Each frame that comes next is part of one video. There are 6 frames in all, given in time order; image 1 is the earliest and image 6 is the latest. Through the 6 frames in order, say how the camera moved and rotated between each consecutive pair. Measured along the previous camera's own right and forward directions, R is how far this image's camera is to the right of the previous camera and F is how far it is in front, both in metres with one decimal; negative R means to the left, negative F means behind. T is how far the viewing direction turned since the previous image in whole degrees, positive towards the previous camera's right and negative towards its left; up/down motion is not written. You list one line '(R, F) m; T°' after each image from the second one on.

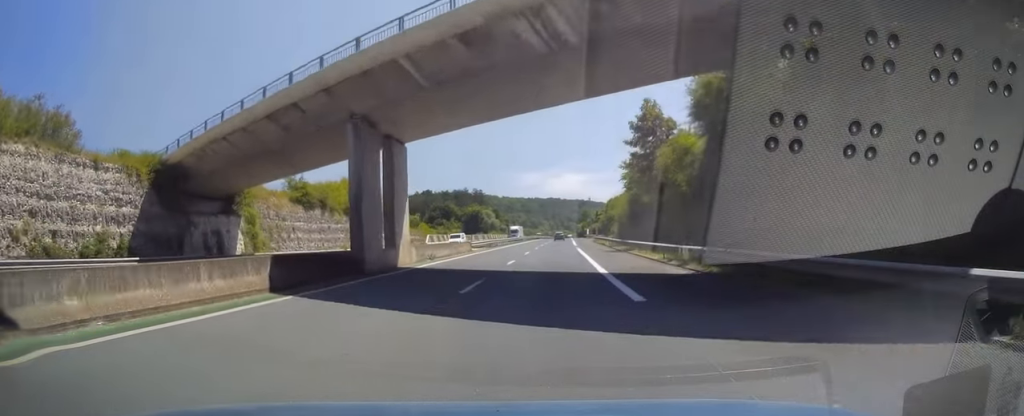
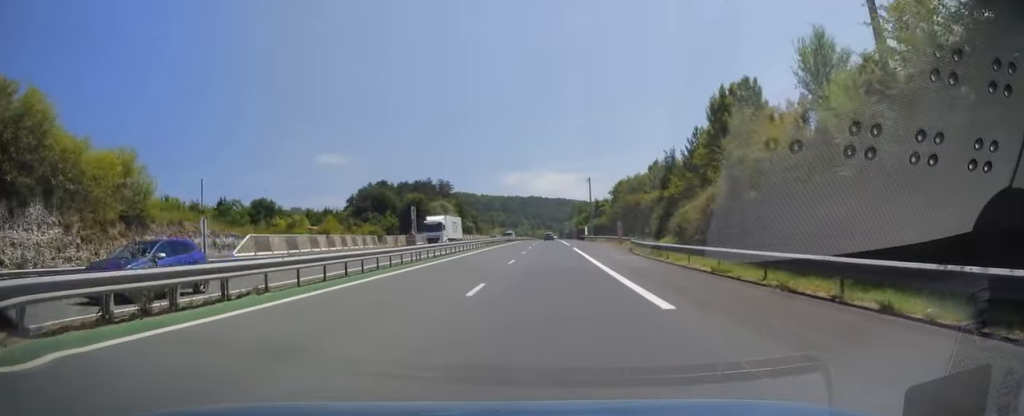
(+1.2, +52.8) m; +2°
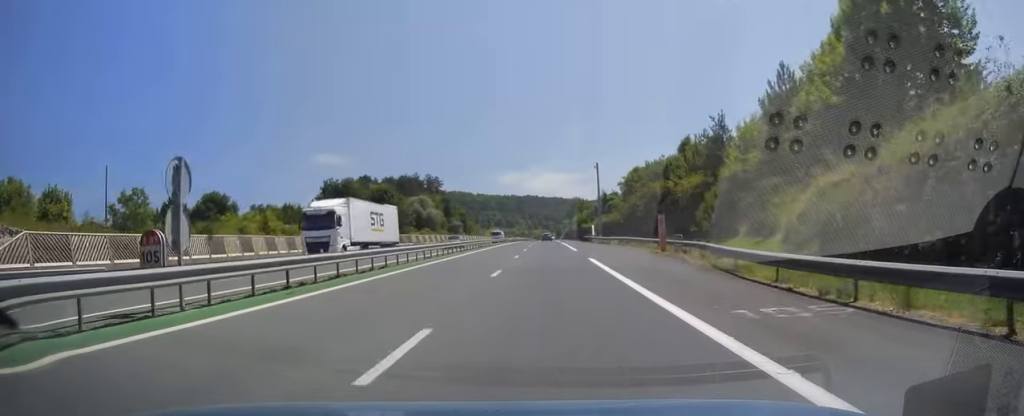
(0.0, +20.6) m; +1°
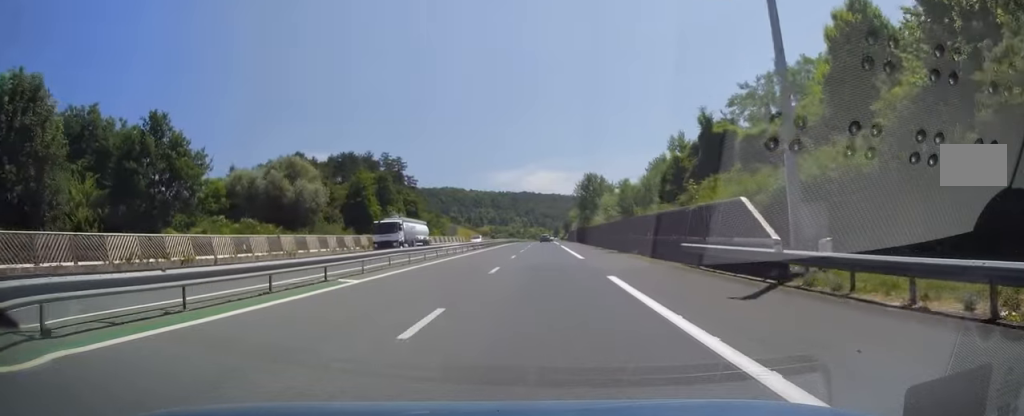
(+0.8, +63.0) m; +1°
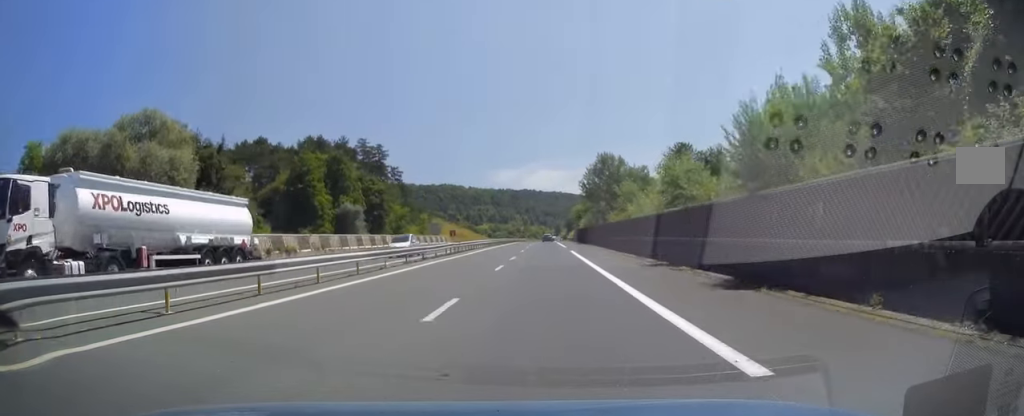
(0.0, +24.7) m; 0°
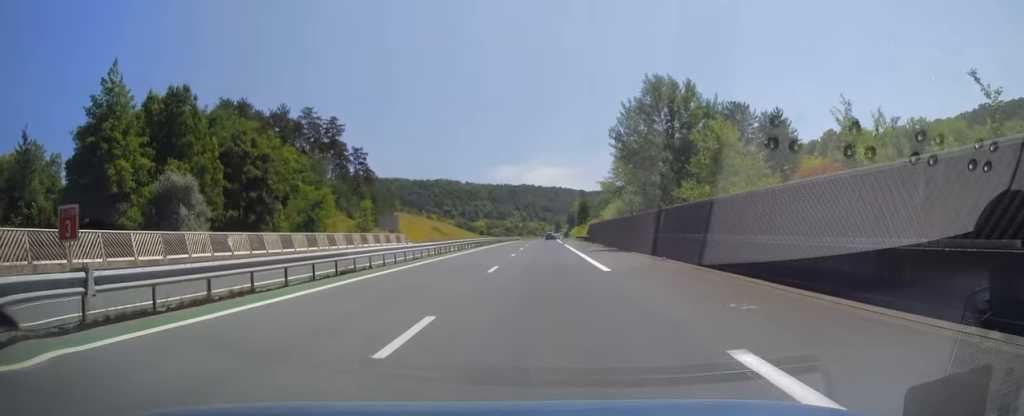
(0.0, +38.4) m; 0°
